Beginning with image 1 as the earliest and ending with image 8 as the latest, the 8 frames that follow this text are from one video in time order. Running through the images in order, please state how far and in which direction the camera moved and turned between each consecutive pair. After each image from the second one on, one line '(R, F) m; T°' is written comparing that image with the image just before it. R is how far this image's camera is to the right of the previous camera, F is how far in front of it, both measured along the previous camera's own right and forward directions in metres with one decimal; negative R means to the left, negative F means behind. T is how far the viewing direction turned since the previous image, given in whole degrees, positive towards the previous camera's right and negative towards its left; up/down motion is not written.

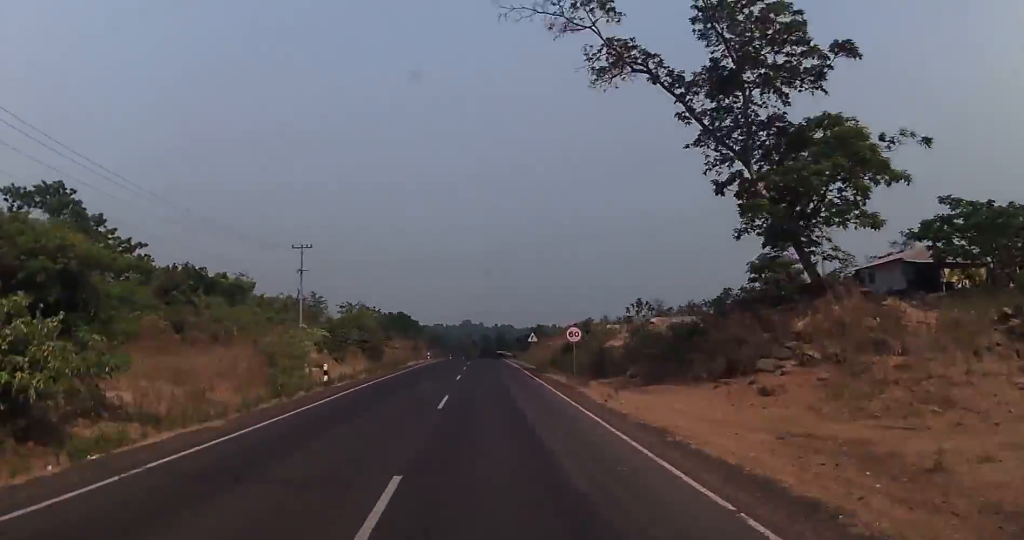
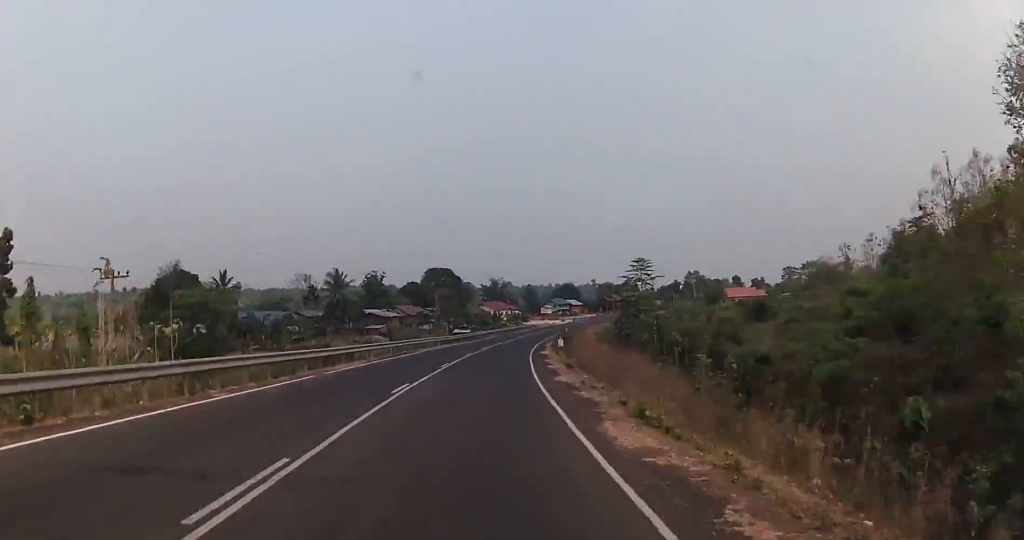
(+11.8, +192.3) m; +11°
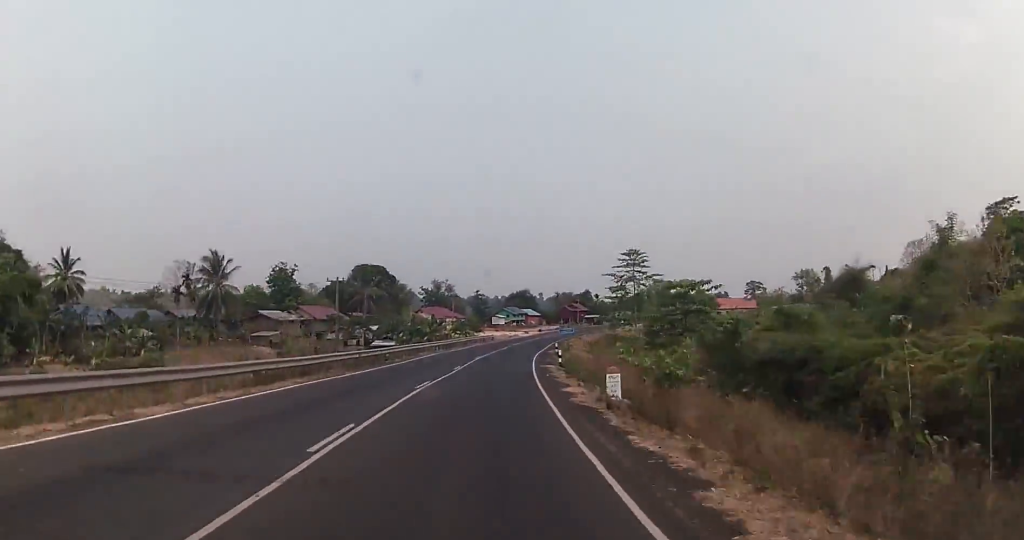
(+1.3, +43.9) m; +5°
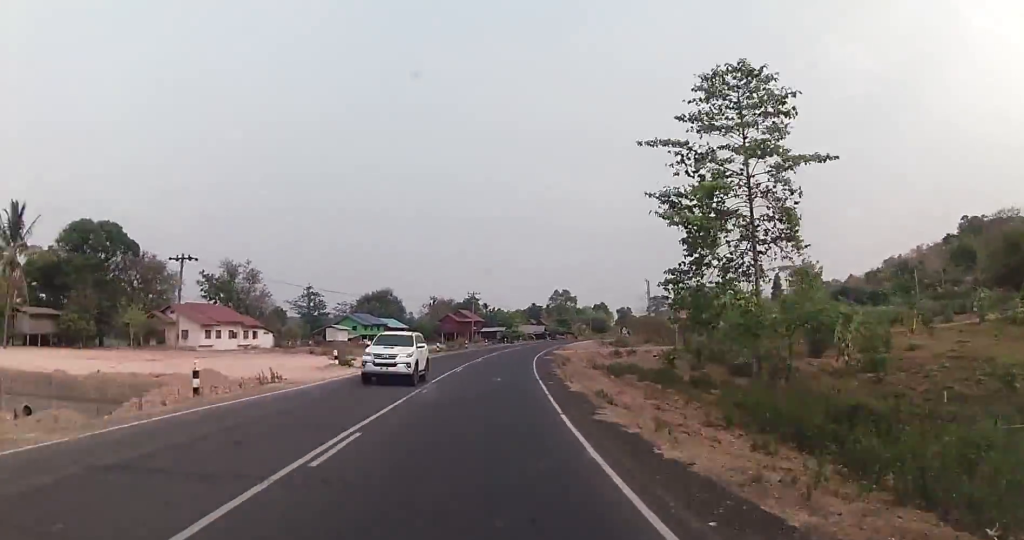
(+9.2, +94.2) m; +11°
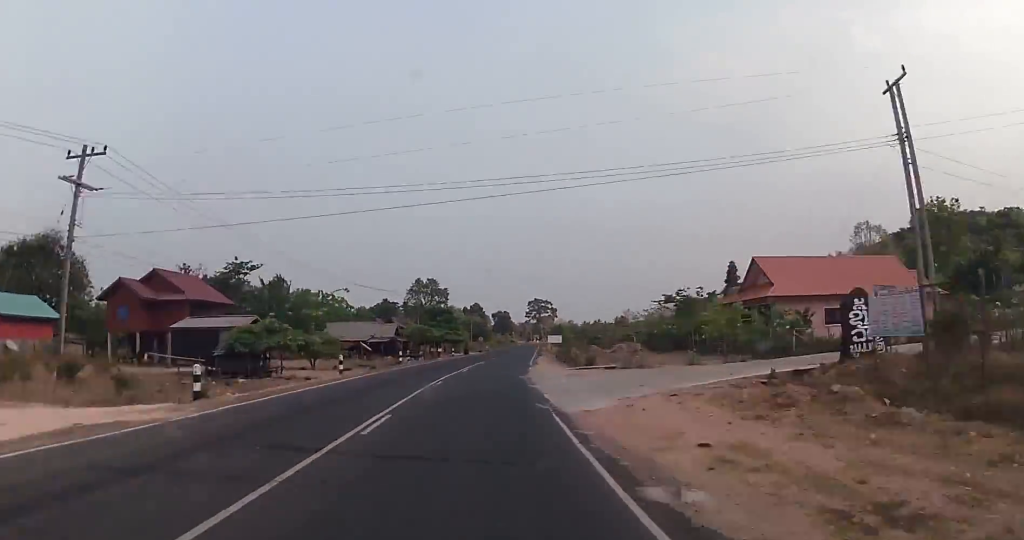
(+10.8, +105.3) m; +10°
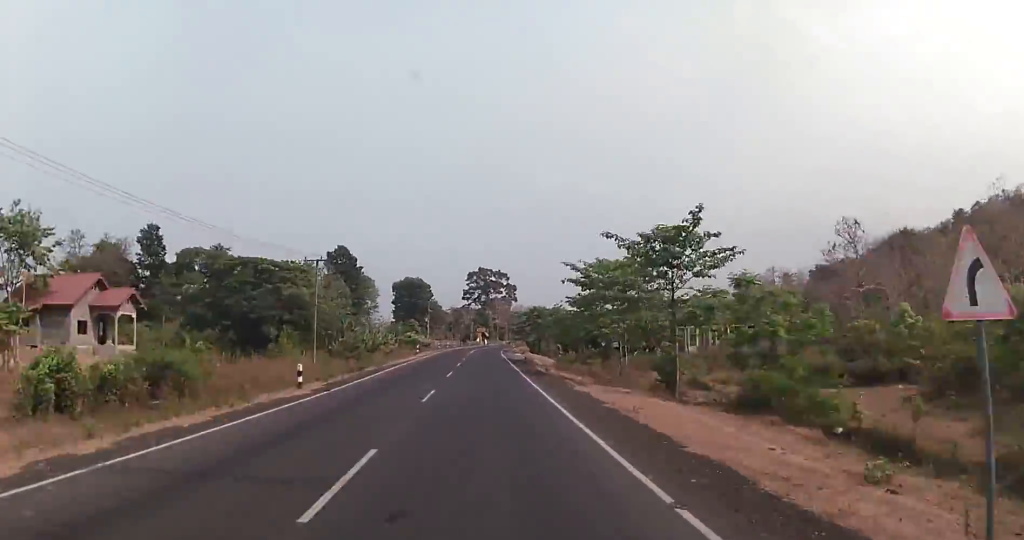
(+15.5, +203.9) m; +6°
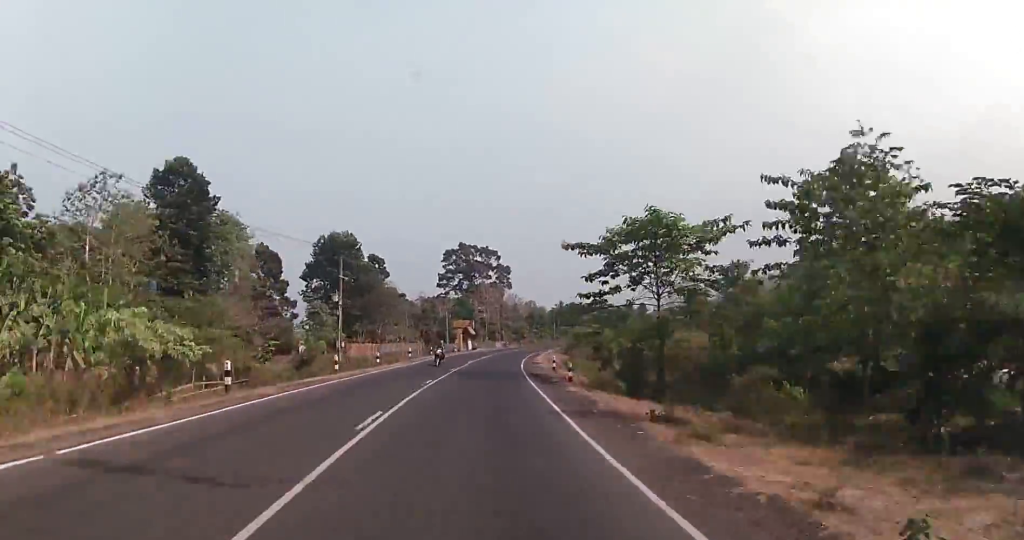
(+1.2, +79.1) m; +4°
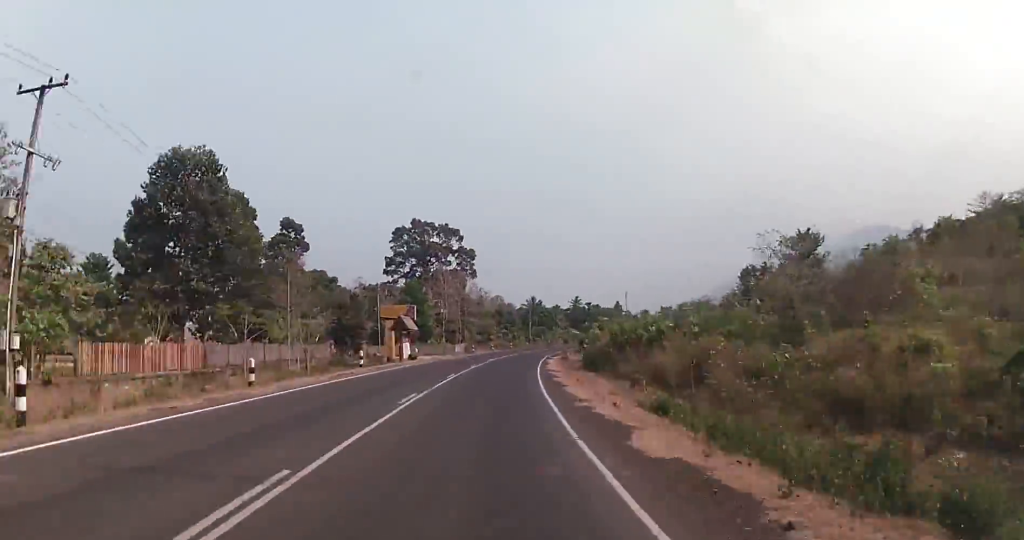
(-1.1, +44.6) m; +3°
